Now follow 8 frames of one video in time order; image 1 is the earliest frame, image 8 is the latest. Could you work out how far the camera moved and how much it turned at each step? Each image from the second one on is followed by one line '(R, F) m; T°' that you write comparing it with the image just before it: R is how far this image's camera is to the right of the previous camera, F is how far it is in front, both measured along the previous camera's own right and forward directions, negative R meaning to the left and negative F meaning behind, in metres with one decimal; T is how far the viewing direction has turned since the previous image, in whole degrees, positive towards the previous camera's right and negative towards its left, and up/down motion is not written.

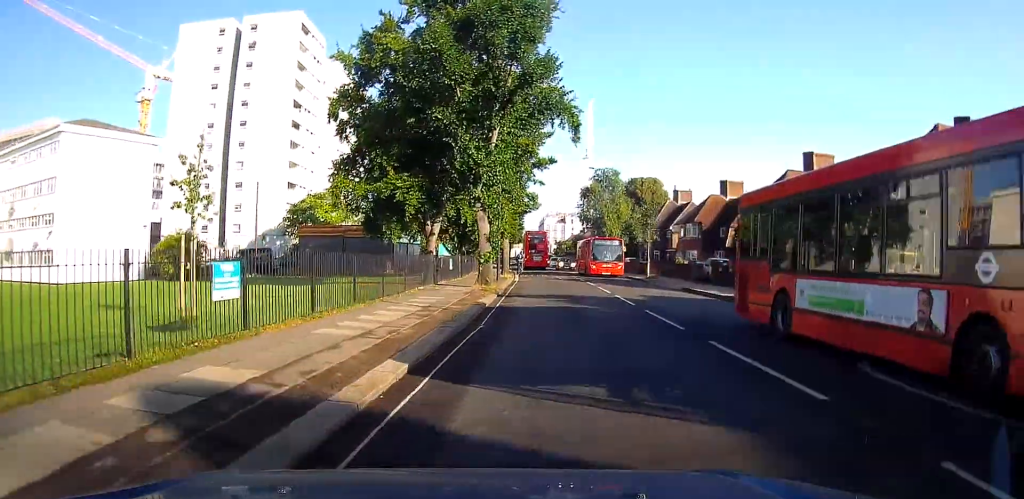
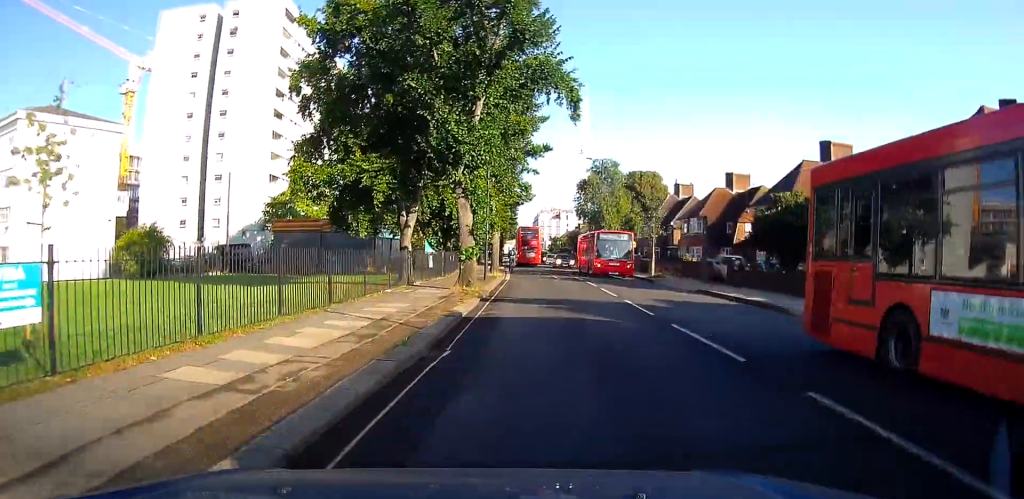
(-0.1, +3.8) m; 0°
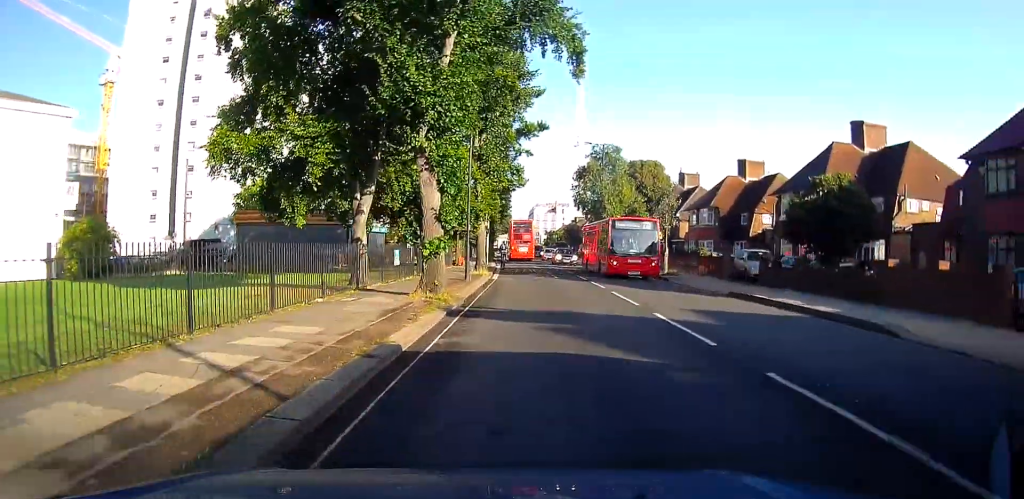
(-0.1, +5.2) m; 0°
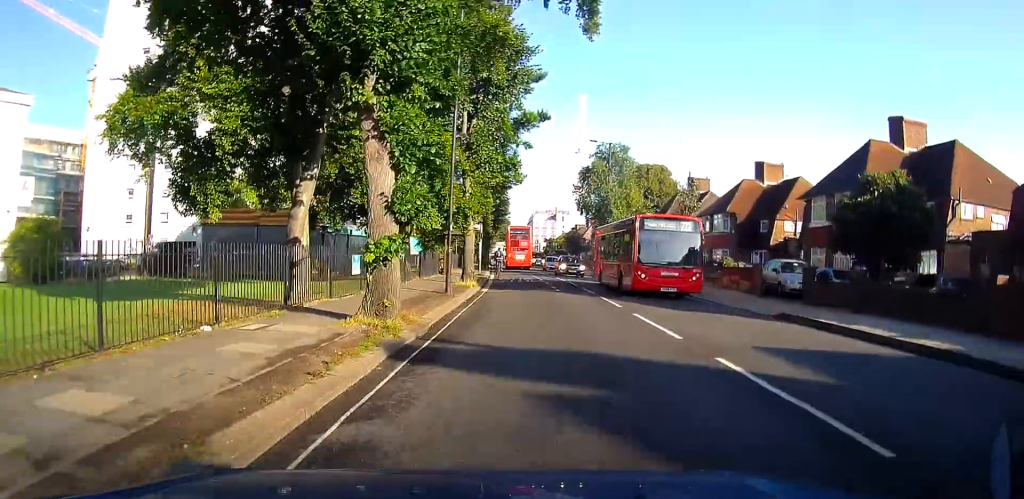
(+0.1, +4.5) m; 0°
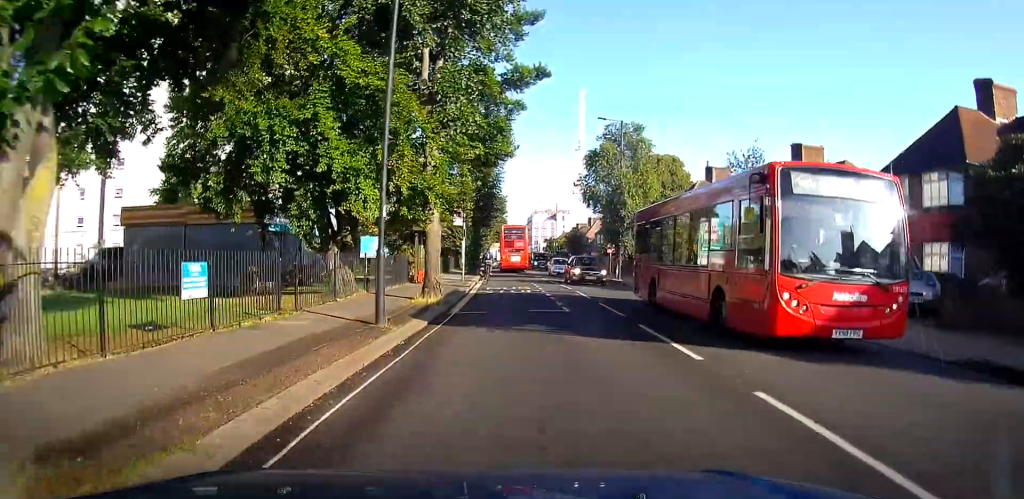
(+0.1, +7.8) m; 0°
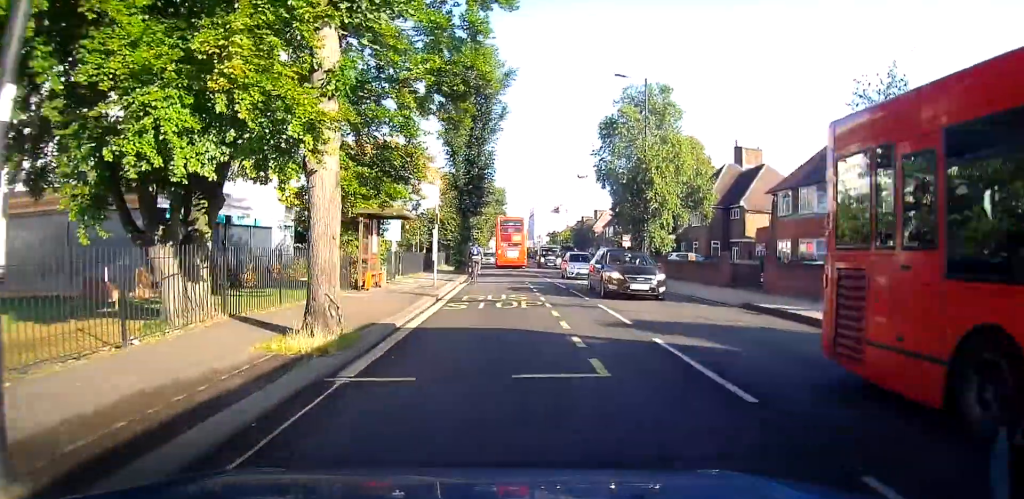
(-0.1, +8.3) m; 0°
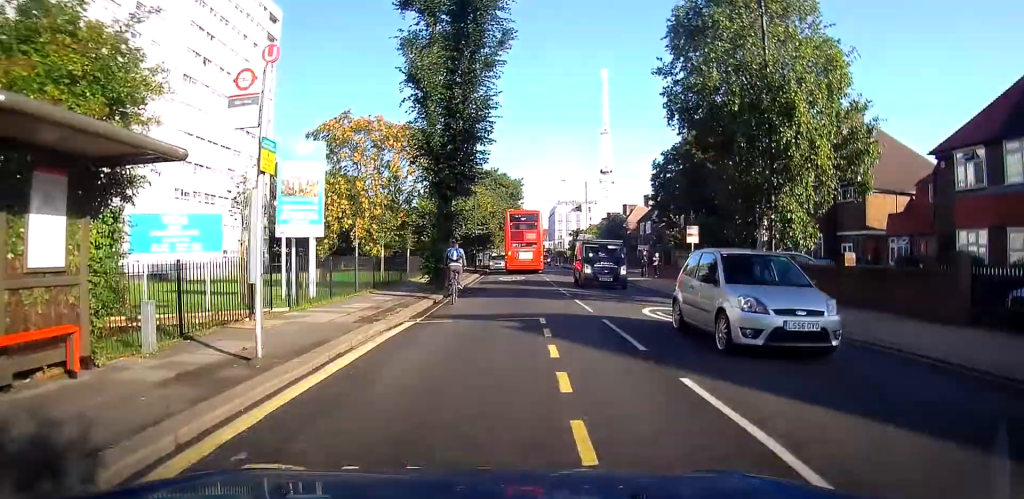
(-0.1, +14.7) m; -1°
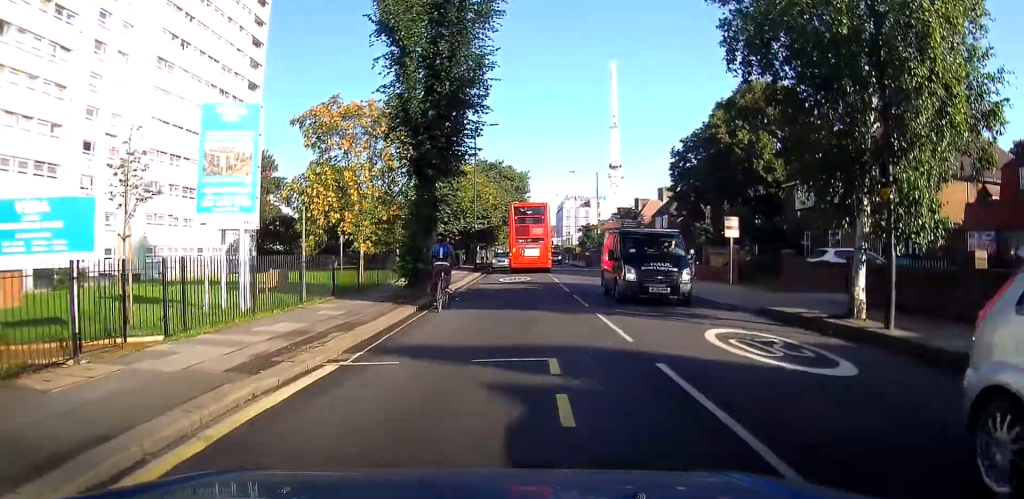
(0.0, +5.2) m; 0°
